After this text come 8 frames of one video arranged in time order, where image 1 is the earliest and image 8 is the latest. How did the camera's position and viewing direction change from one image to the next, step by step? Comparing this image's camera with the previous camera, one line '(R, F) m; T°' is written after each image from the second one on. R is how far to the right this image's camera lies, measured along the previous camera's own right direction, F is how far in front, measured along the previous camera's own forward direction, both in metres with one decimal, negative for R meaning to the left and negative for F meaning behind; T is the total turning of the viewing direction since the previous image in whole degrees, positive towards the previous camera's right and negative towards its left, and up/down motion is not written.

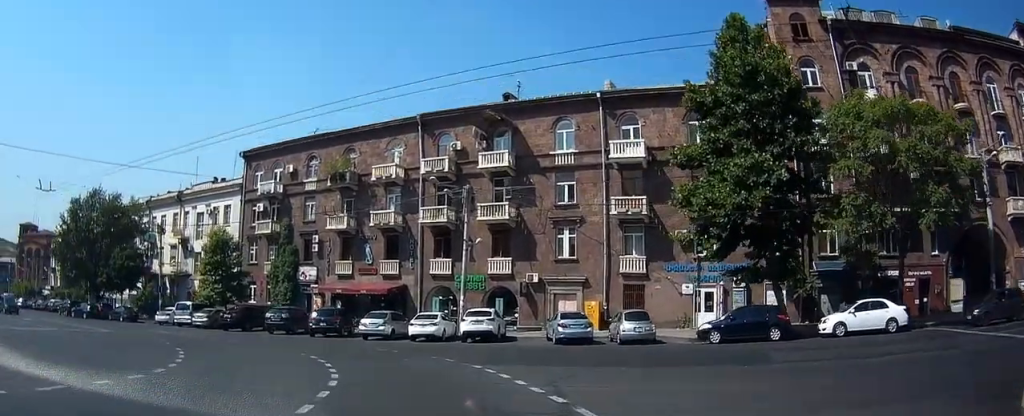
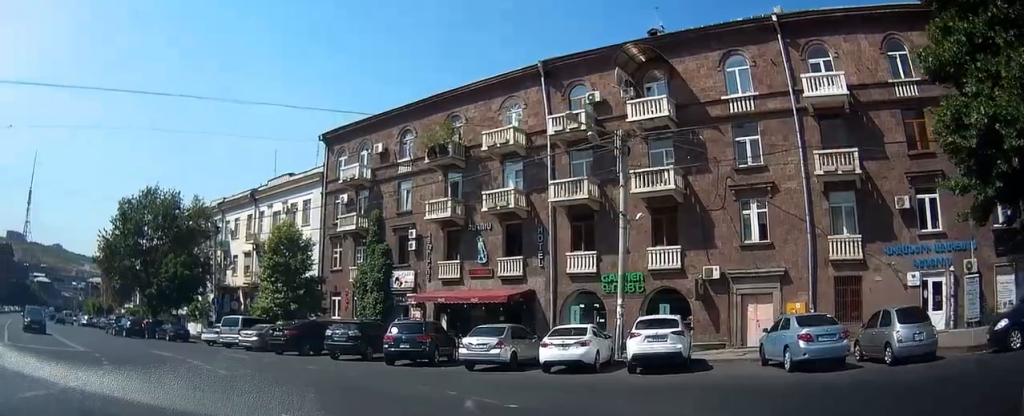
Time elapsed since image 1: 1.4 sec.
(-0.4, +9.6) m; -7°
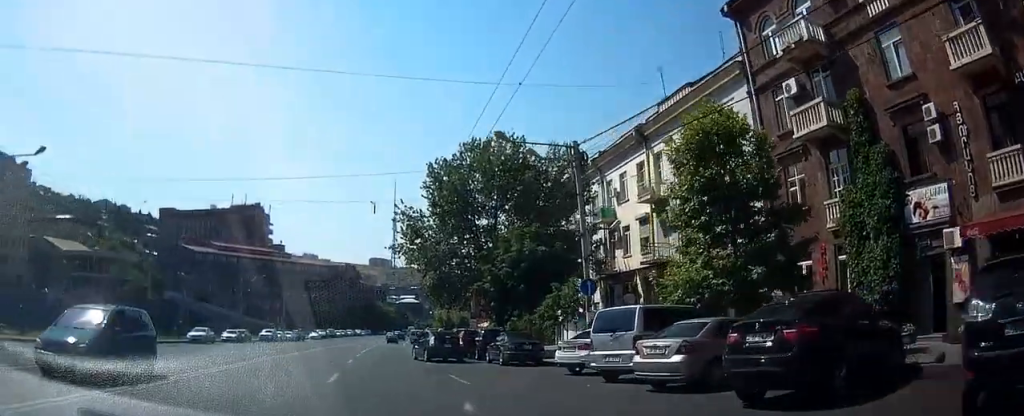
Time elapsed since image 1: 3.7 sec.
(-6.0, +22.1) m; -37°
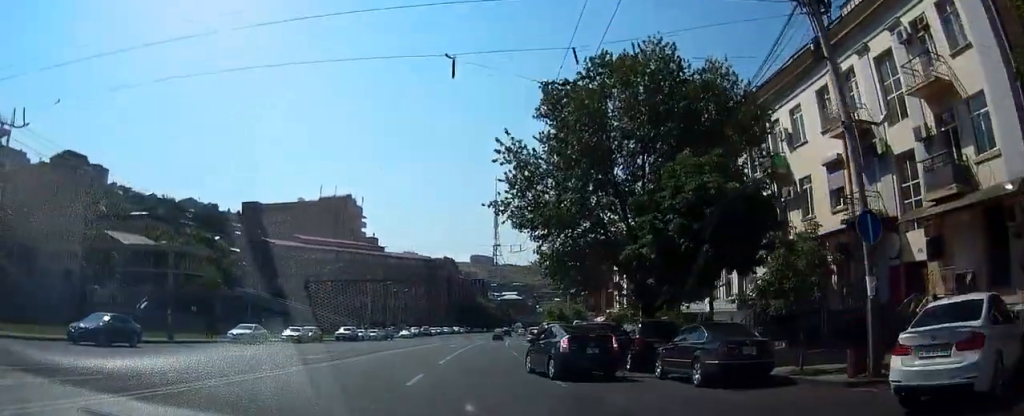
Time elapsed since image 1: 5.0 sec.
(-3.4, +15.0) m; -19°
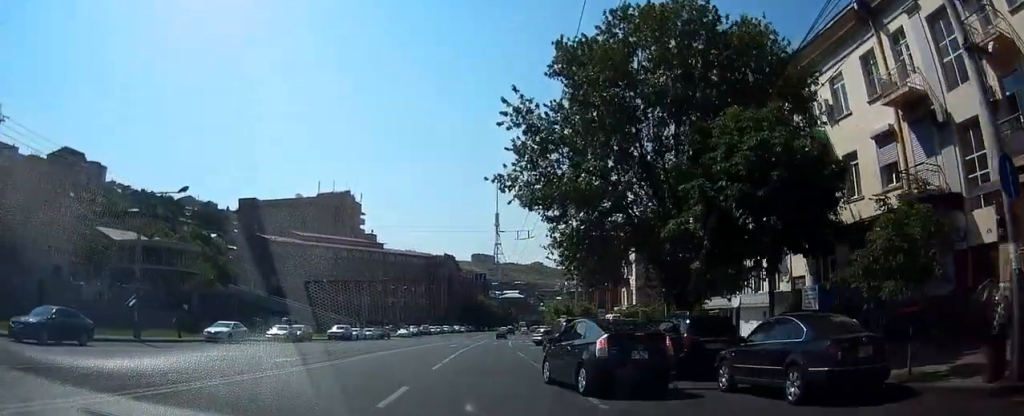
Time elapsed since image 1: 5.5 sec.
(-0.4, +5.1) m; -2°
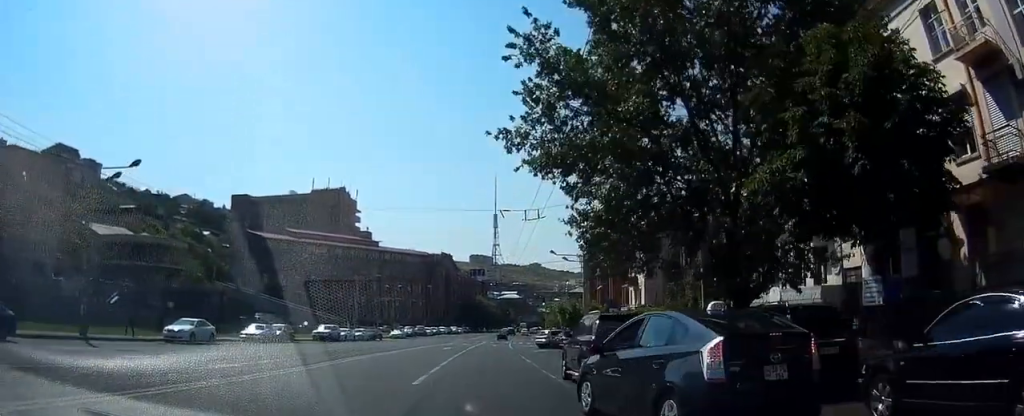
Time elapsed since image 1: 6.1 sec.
(-0.2, +5.7) m; -1°
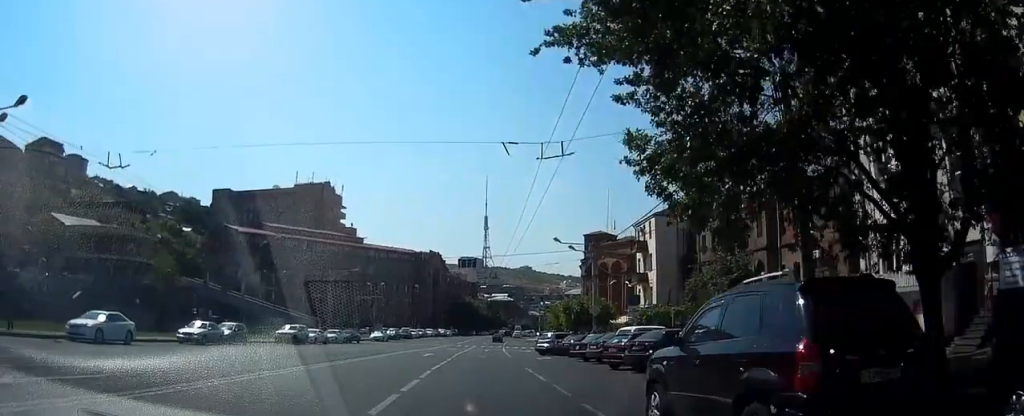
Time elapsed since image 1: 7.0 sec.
(+0.2, +7.9) m; +3°
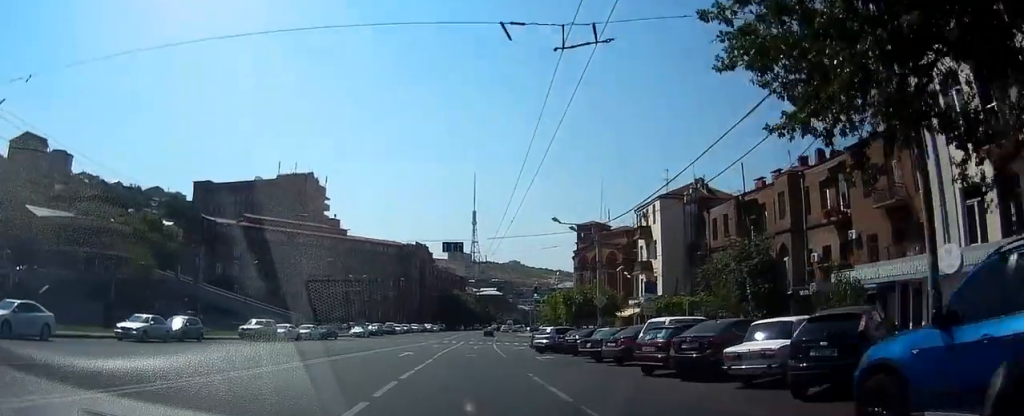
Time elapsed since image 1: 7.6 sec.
(+0.1, +4.7) m; +2°
